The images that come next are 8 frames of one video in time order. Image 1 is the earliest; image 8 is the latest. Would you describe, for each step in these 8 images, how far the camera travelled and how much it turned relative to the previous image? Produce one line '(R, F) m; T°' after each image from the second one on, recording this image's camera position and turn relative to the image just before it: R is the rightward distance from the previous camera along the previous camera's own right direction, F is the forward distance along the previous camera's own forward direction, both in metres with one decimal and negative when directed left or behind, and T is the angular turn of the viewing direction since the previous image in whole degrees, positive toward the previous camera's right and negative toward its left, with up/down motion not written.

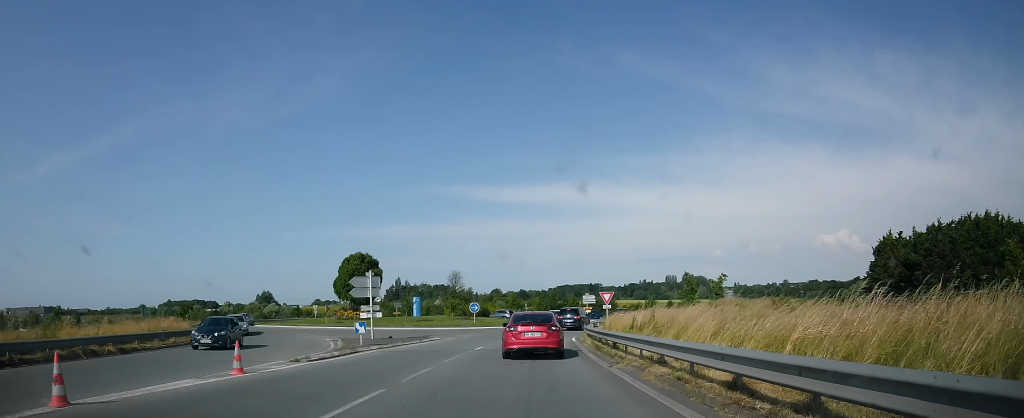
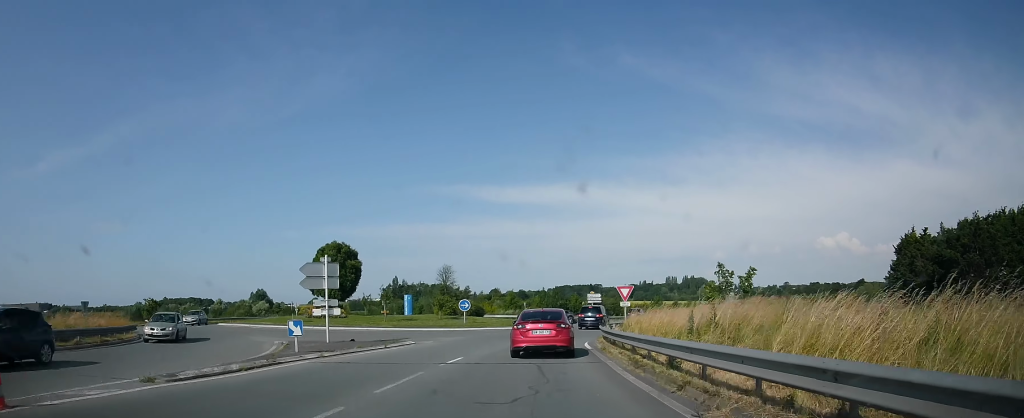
(-0.7, +6.6) m; +1°
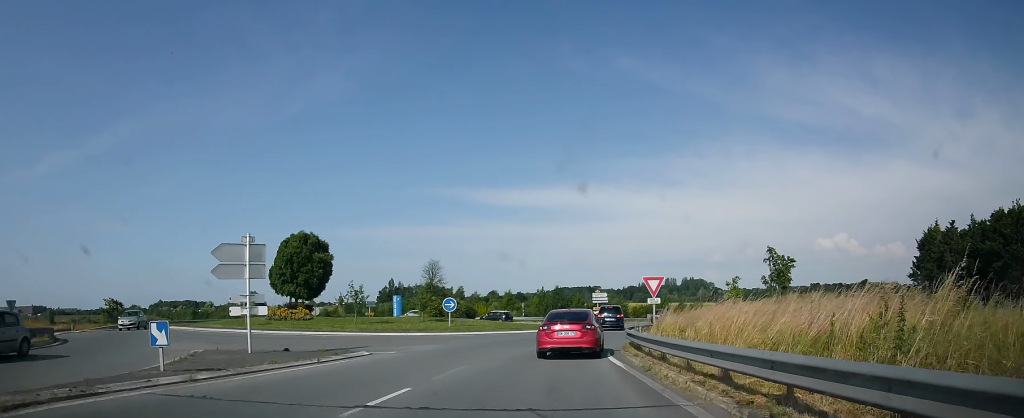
(-1.2, +6.7) m; +3°
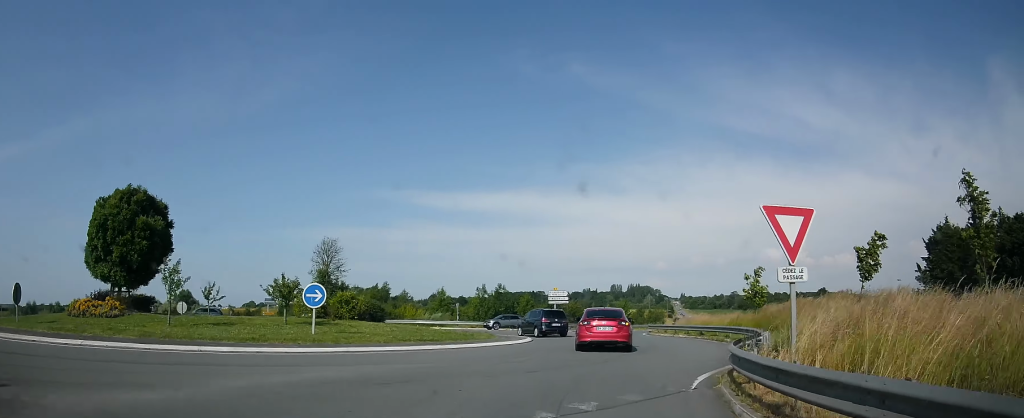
(+3.5, +14.0) m; +14°
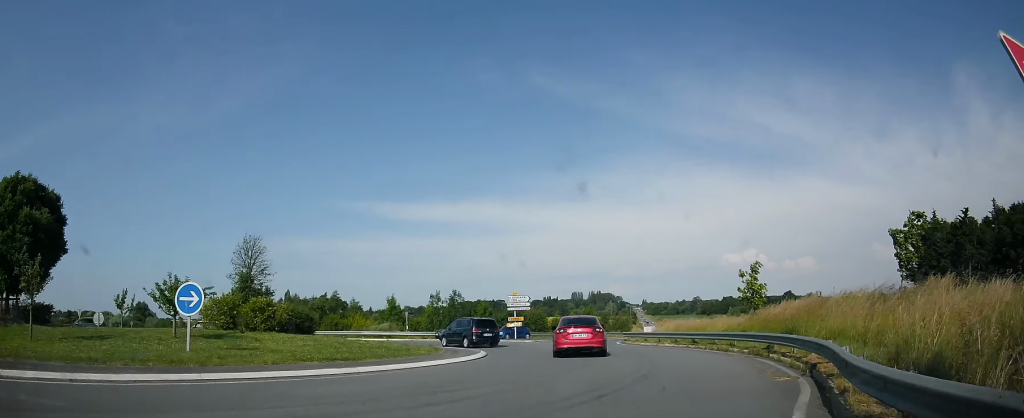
(-0.2, +5.1) m; +1°
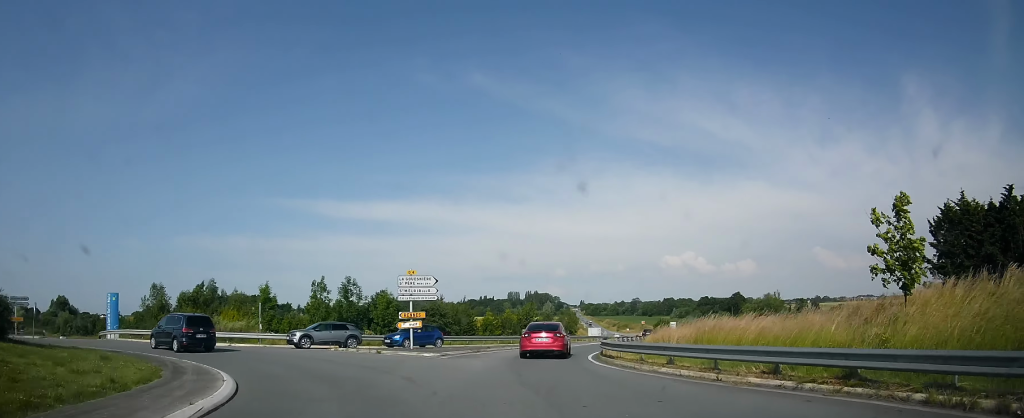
(+0.8, +16.4) m; +3°
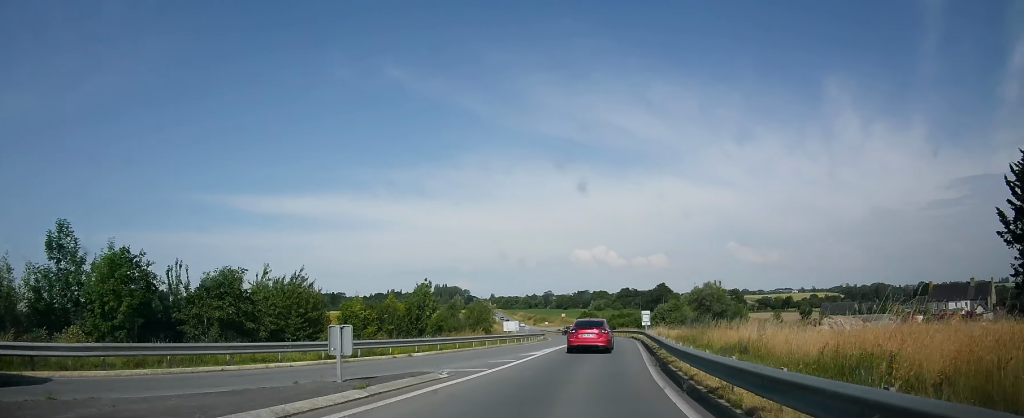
(0.0, +23.7) m; +2°
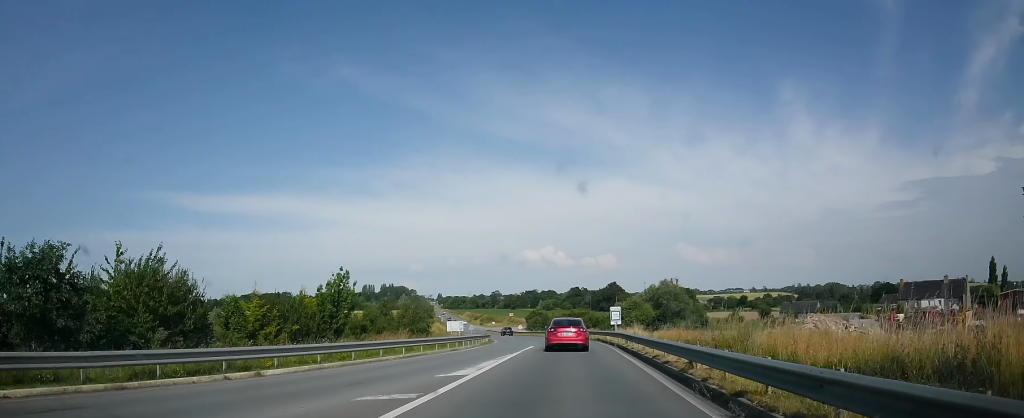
(-0.3, +8.4) m; +5°
